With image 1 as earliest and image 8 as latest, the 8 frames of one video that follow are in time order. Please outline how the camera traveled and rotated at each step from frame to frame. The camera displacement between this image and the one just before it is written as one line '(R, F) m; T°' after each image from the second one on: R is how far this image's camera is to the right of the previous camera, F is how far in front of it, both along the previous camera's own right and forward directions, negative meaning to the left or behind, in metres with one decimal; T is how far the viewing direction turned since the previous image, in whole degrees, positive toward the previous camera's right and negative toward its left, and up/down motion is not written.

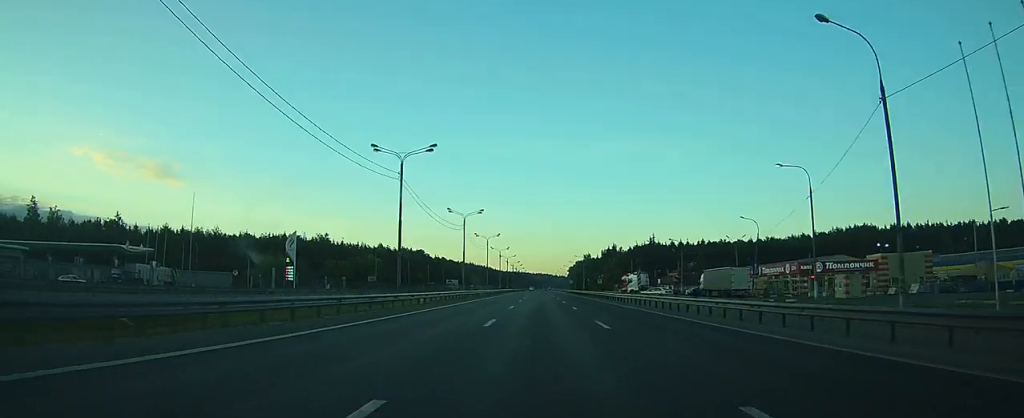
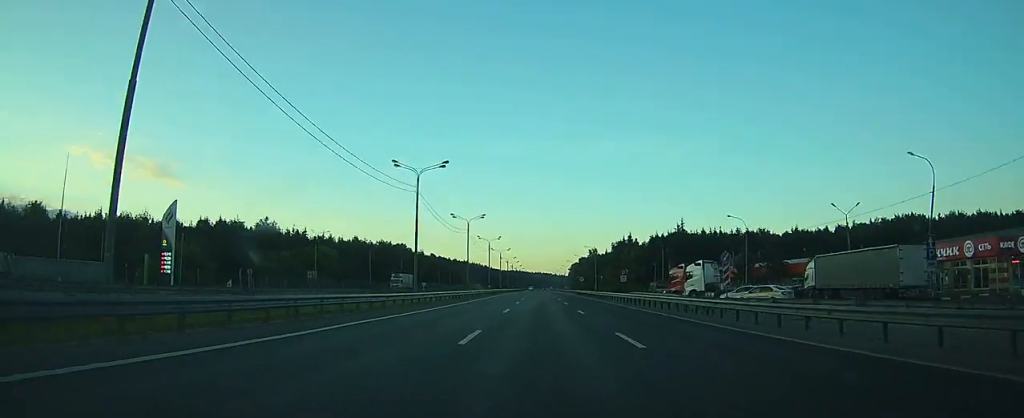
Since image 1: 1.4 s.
(-0.3, +37.0) m; 0°
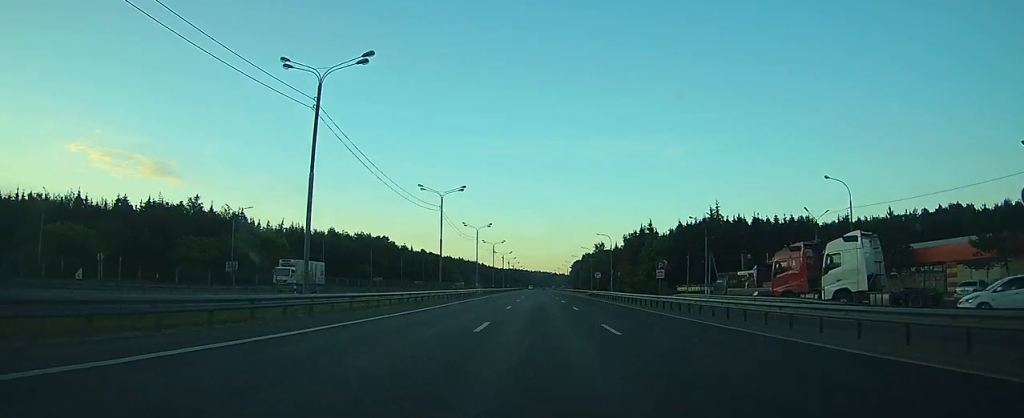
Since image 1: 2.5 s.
(0.0, +28.3) m; 0°
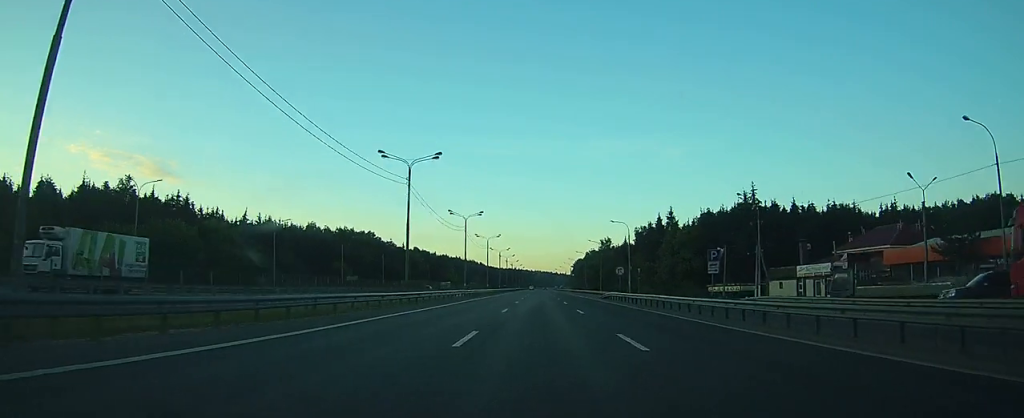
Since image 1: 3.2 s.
(0.0, +19.6) m; 0°
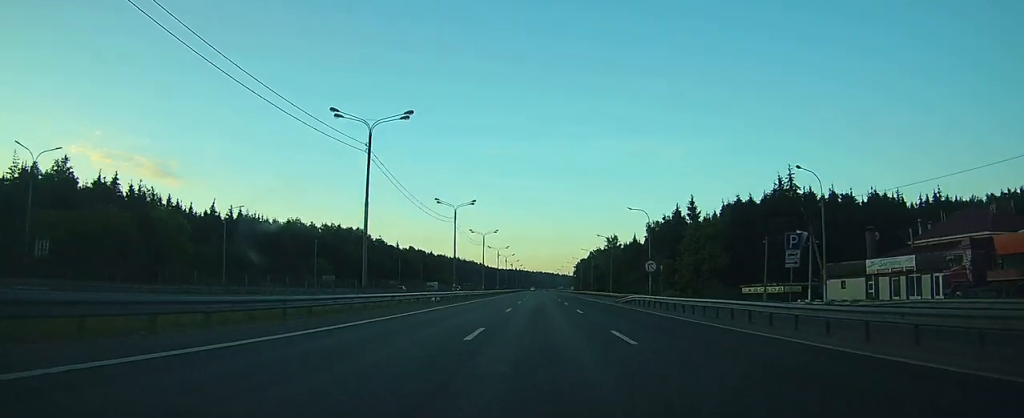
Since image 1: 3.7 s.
(0.0, +14.3) m; 0°
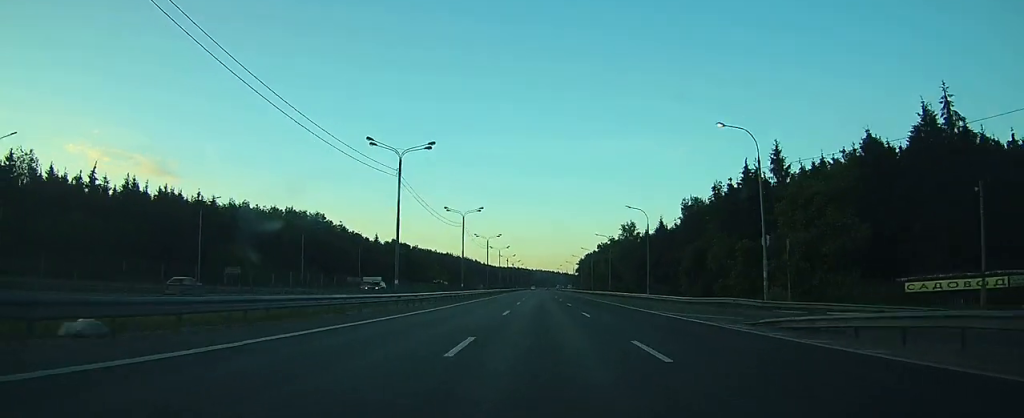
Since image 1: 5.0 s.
(+0.4, +35.2) m; +1°
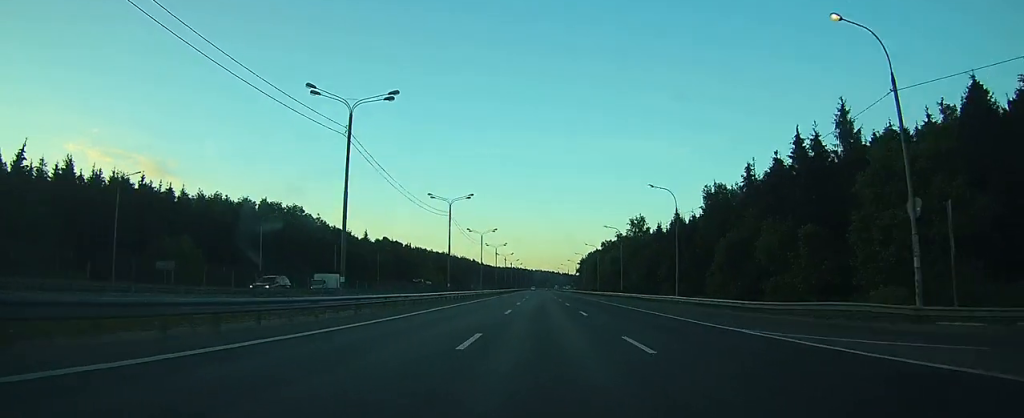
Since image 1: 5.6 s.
(-0.1, +14.6) m; +1°
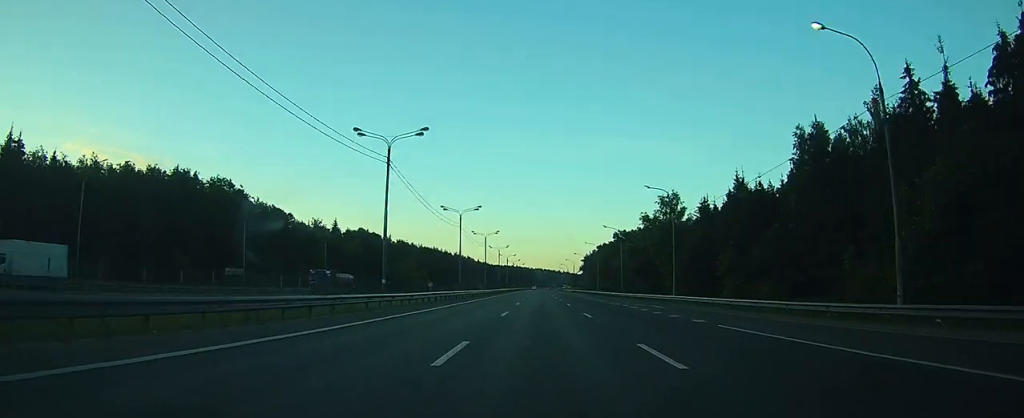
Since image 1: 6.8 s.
(+0.7, +35.0) m; +1°
